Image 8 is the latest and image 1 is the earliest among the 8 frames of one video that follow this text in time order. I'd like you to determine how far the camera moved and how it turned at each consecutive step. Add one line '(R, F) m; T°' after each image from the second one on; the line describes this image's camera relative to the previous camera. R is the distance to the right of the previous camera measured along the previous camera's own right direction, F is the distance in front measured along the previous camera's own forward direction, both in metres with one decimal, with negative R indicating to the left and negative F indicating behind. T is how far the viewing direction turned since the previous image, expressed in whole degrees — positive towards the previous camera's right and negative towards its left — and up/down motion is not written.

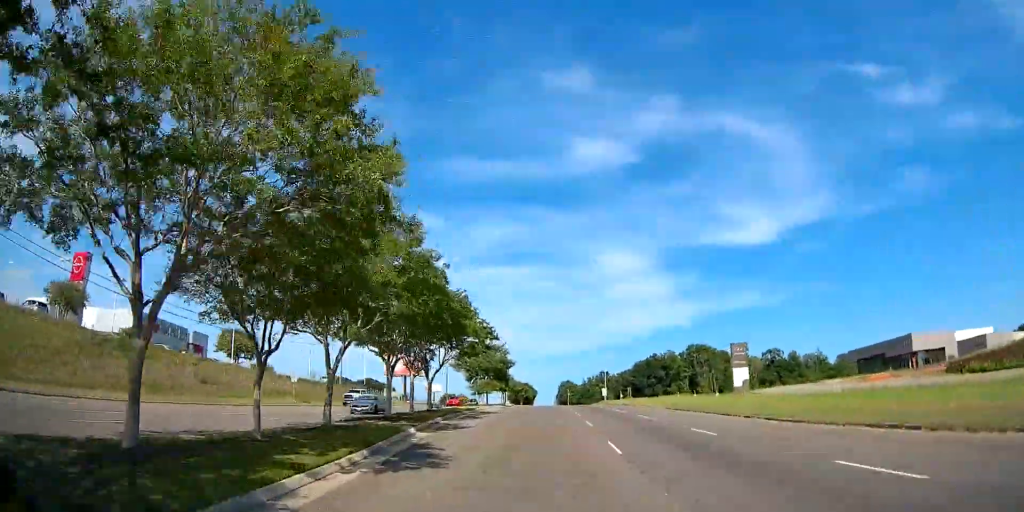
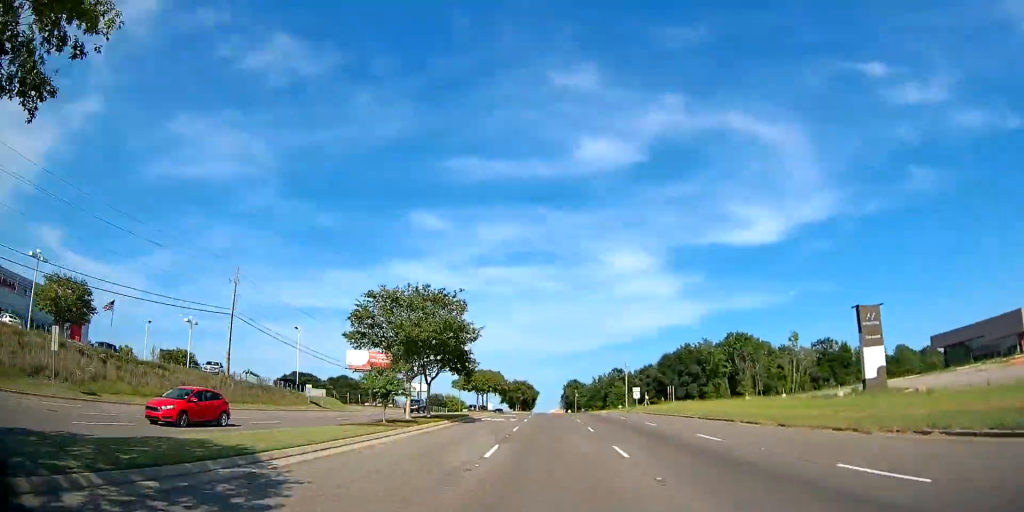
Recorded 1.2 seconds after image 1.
(-0.1, +35.1) m; -1°
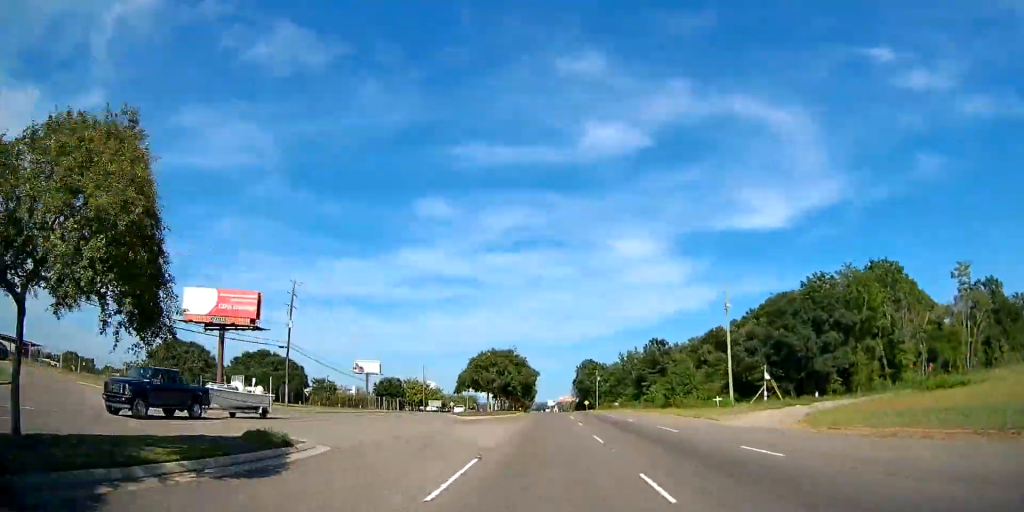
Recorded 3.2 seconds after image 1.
(-0.7, +63.4) m; -1°
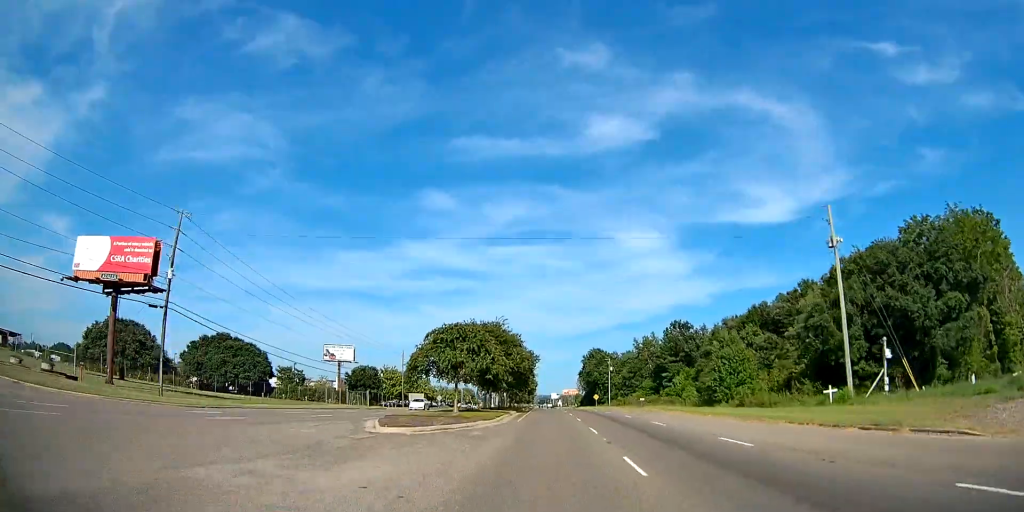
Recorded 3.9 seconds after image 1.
(-0.1, +20.1) m; 0°
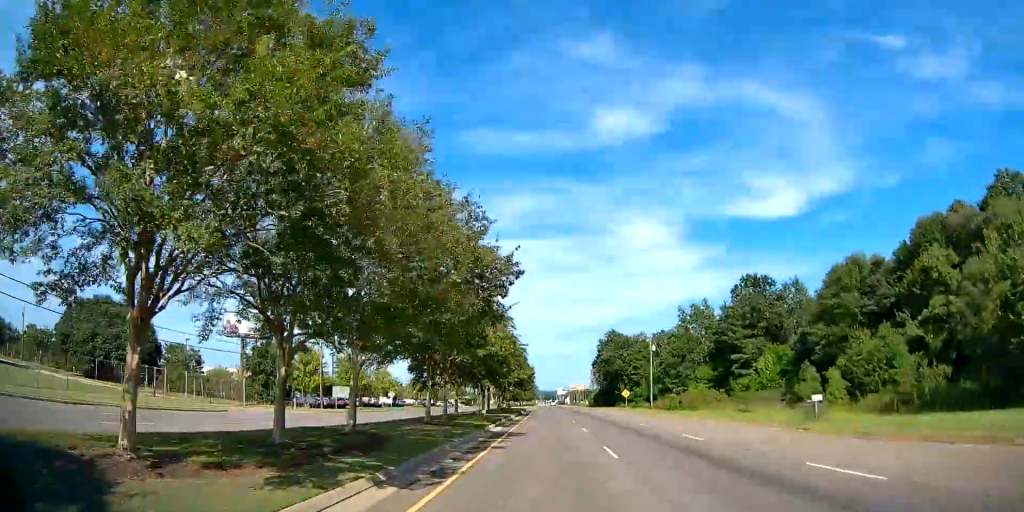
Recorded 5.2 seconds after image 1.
(+0.2, +41.8) m; 0°
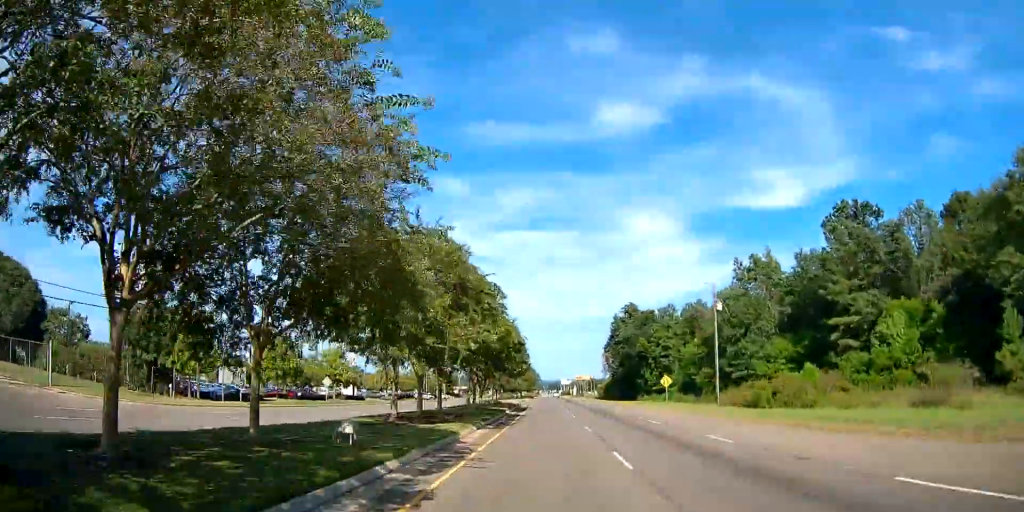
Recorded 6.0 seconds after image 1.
(0.0, +26.5) m; 0°
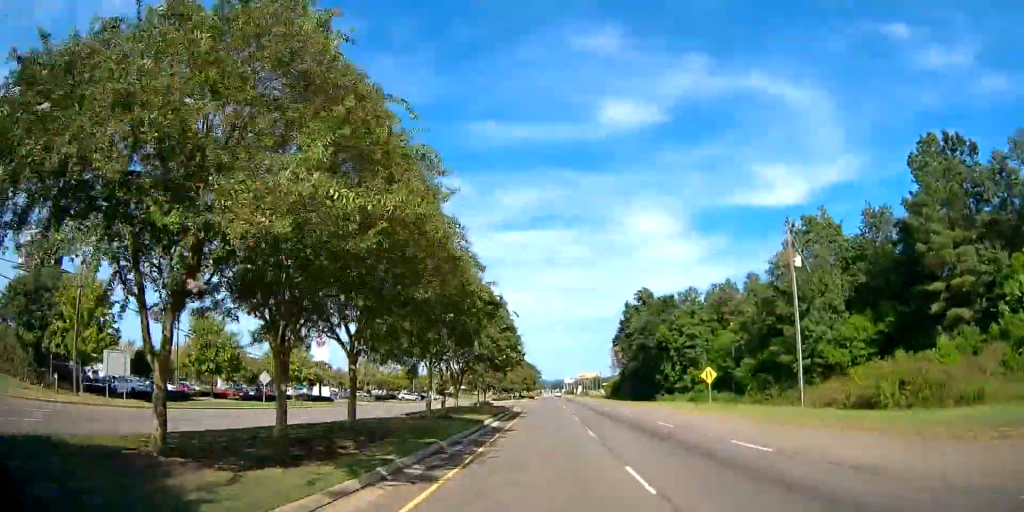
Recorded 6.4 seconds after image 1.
(+0.1, +14.5) m; 0°
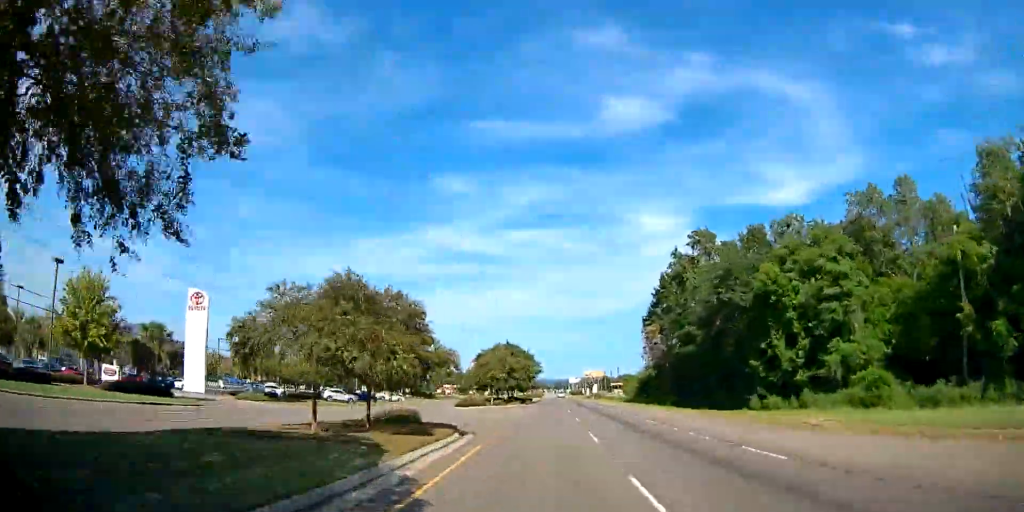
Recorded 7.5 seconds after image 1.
(-0.5, +35.5) m; -1°
